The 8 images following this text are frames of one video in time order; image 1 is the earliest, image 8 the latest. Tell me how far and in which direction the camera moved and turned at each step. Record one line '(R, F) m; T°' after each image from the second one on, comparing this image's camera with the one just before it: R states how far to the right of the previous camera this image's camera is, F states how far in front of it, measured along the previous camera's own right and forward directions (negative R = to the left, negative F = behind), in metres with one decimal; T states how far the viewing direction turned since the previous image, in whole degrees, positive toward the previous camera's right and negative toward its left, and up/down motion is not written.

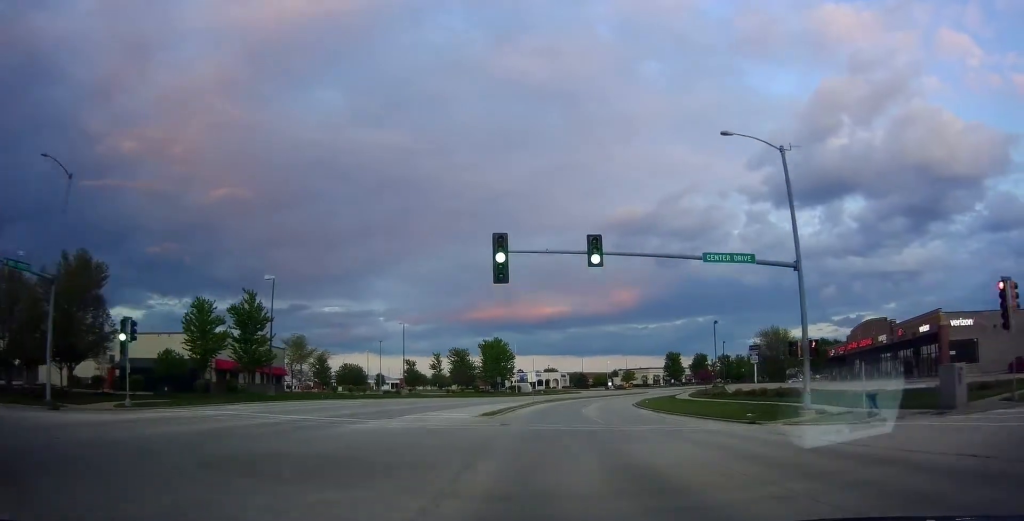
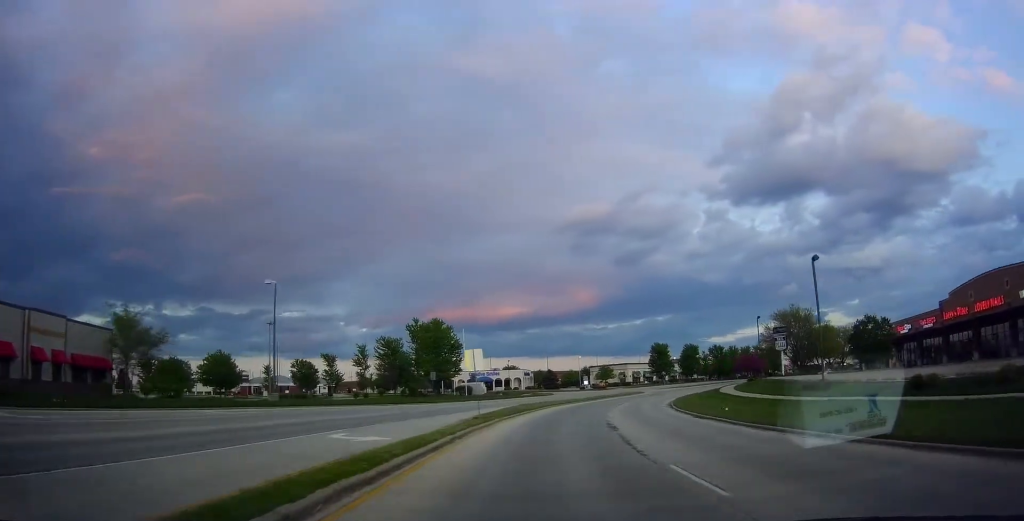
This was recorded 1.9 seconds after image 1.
(+1.2, +32.7) m; +3°
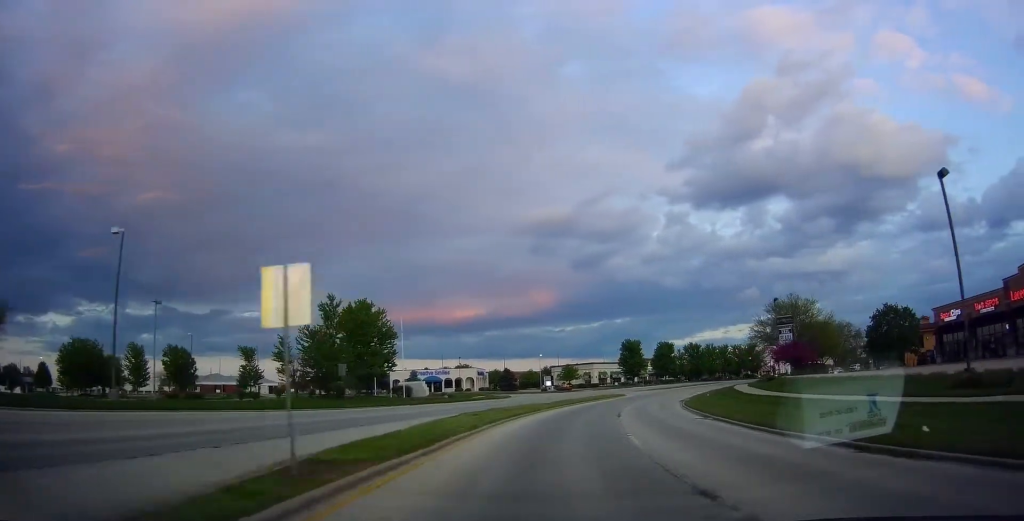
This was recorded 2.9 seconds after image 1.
(+0.4, +17.4) m; +4°
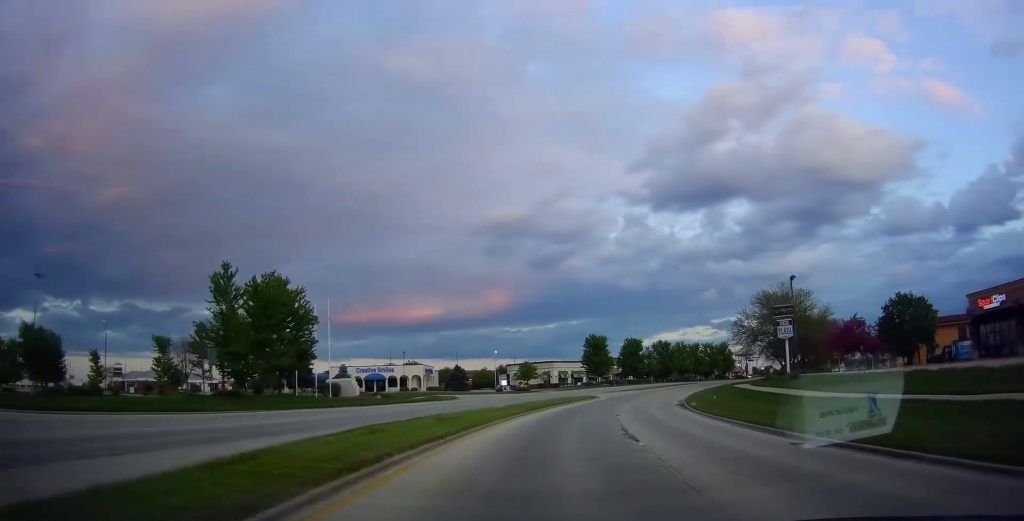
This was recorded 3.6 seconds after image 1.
(+0.5, +12.6) m; +5°
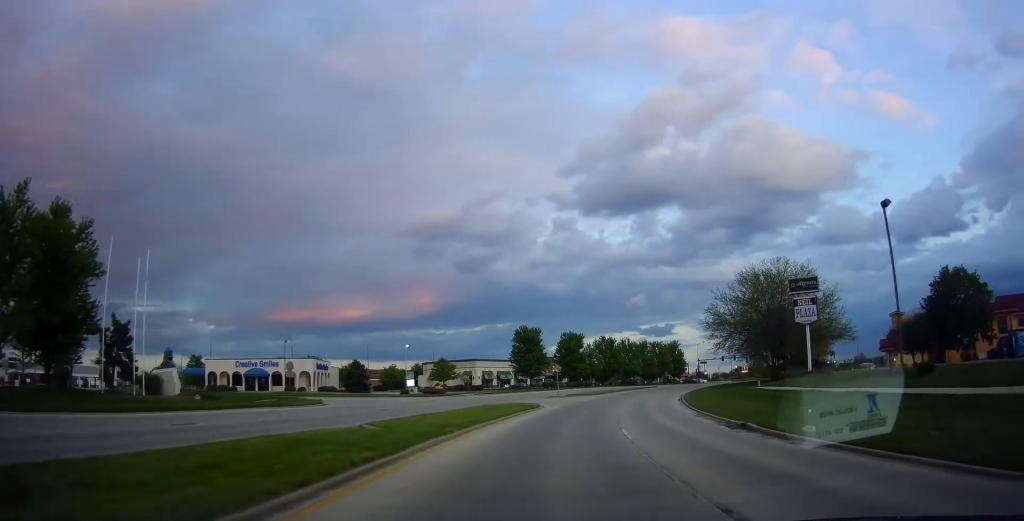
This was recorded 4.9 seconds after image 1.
(+1.5, +22.3) m; +7°
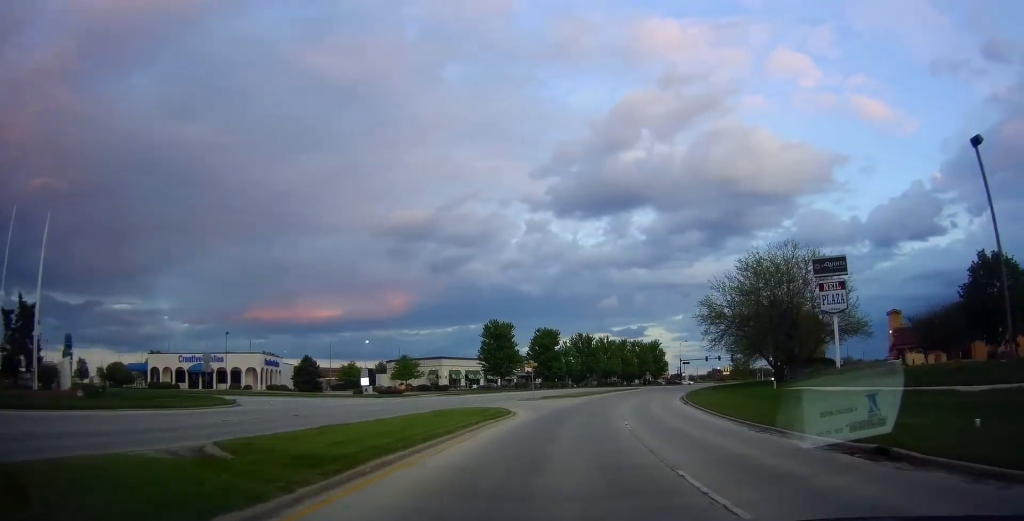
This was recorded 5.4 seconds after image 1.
(+0.2, +9.2) m; +2°
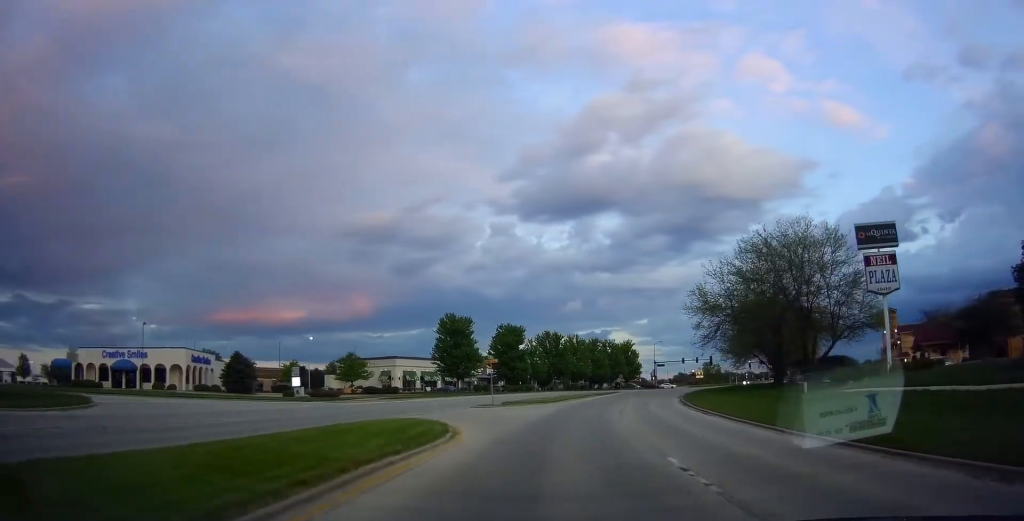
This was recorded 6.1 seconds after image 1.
(+0.1, +10.9) m; +3°
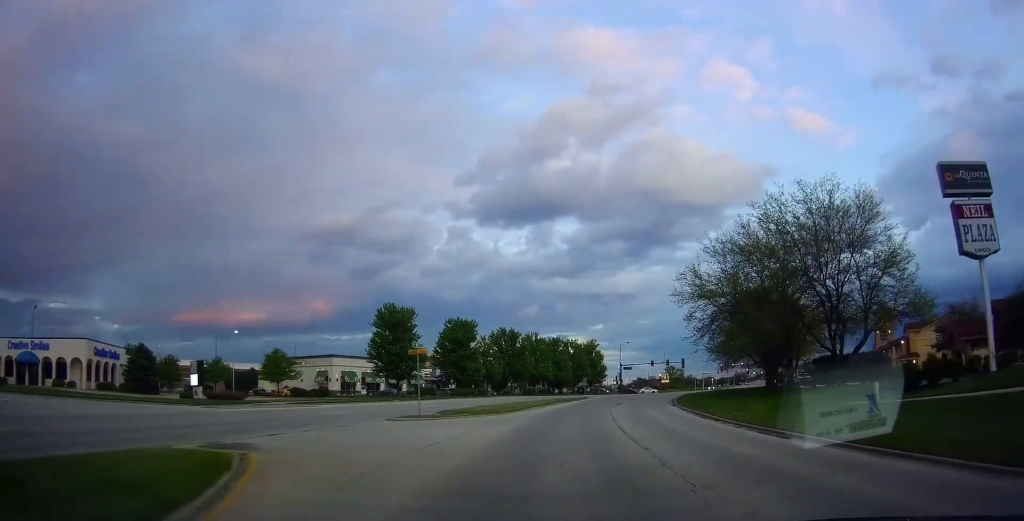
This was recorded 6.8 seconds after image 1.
(+0.5, +11.9) m; +4°
